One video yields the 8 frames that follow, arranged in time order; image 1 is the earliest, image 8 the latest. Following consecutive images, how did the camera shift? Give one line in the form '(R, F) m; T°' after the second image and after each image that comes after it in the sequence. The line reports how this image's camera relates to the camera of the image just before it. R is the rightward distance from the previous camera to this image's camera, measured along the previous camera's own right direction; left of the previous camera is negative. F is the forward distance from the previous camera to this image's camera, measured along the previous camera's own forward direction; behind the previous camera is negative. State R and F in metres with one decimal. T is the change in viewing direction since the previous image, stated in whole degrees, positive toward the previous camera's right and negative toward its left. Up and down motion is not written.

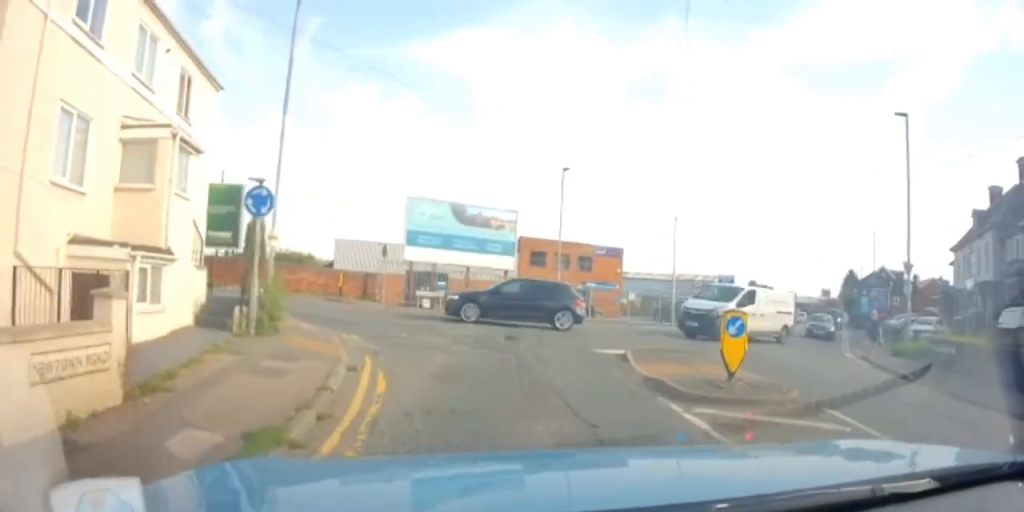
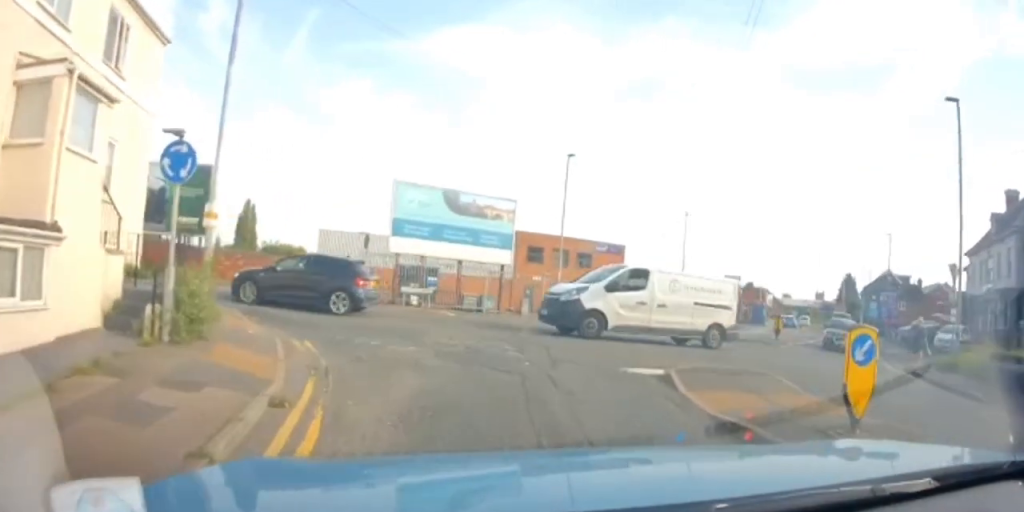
(0.0, +2.9) m; 0°
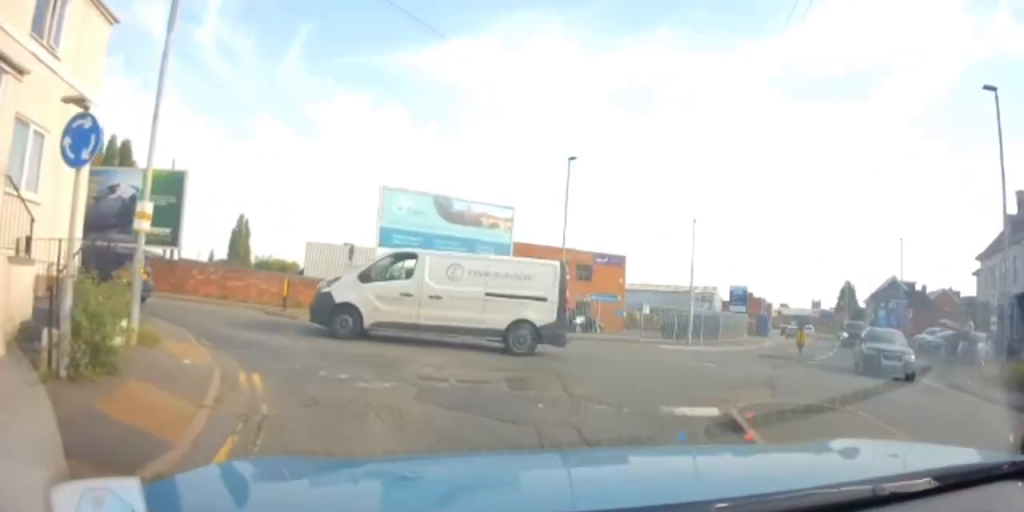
(0.0, +2.2) m; +1°
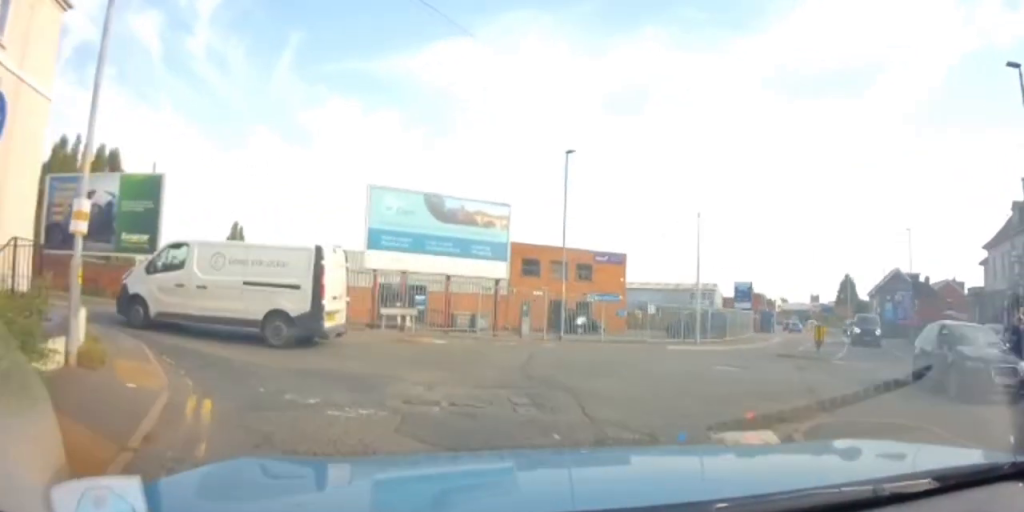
(0.0, +1.4) m; +1°
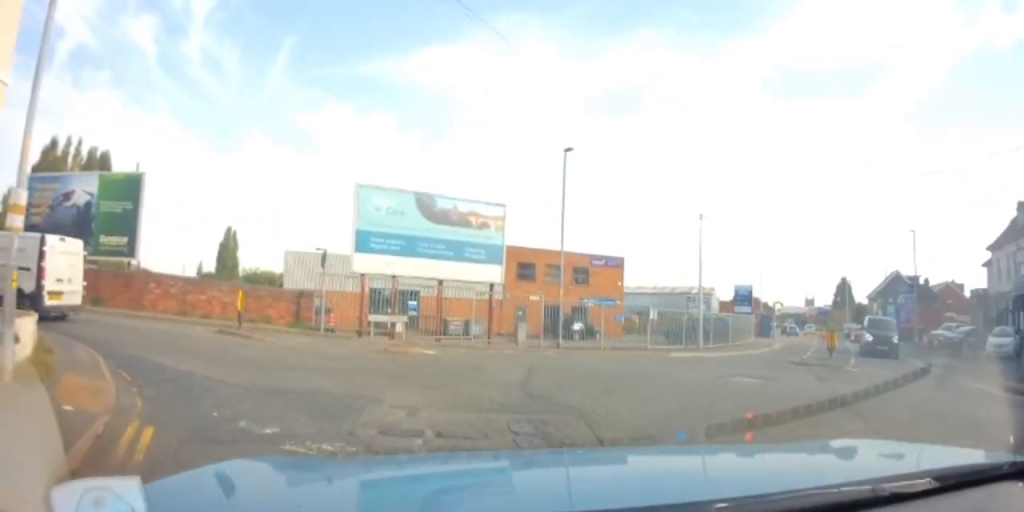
(+0.1, +1.3) m; 0°
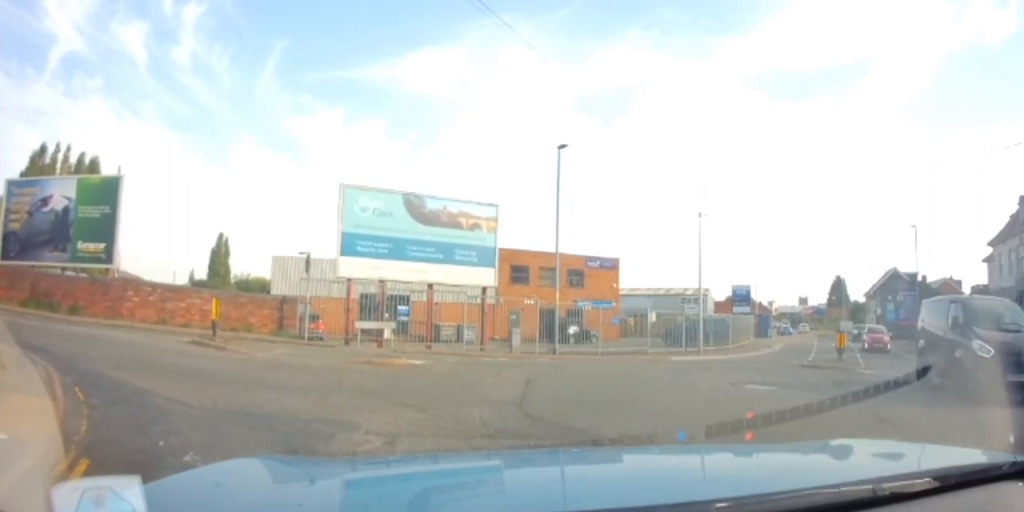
(+0.1, +1.1) m; +2°
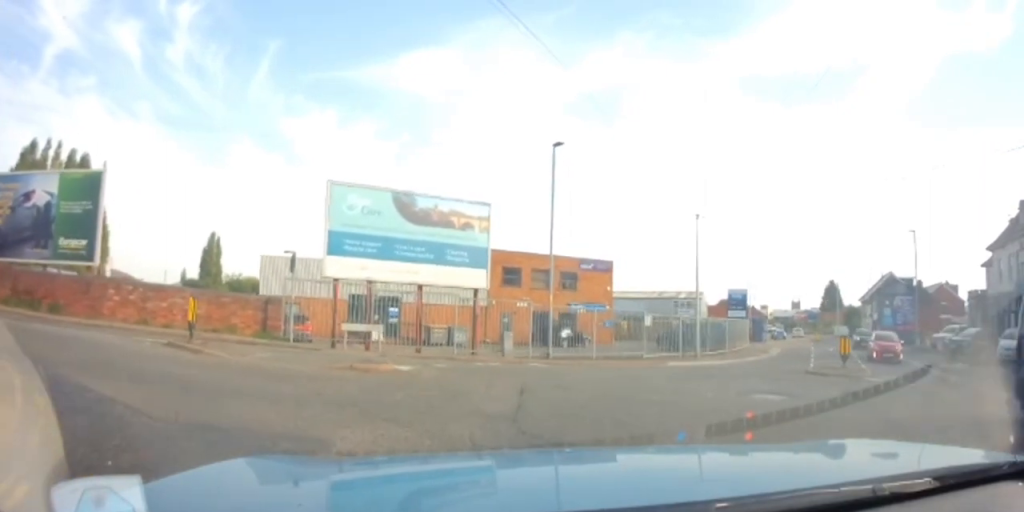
(-0.1, +0.6) m; +3°
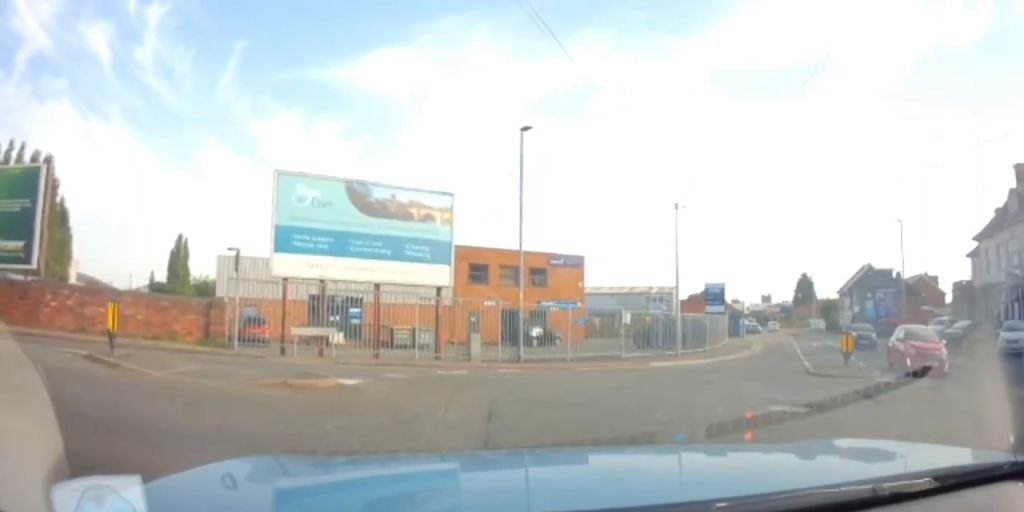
(+0.3, +2.1) m; +9°
